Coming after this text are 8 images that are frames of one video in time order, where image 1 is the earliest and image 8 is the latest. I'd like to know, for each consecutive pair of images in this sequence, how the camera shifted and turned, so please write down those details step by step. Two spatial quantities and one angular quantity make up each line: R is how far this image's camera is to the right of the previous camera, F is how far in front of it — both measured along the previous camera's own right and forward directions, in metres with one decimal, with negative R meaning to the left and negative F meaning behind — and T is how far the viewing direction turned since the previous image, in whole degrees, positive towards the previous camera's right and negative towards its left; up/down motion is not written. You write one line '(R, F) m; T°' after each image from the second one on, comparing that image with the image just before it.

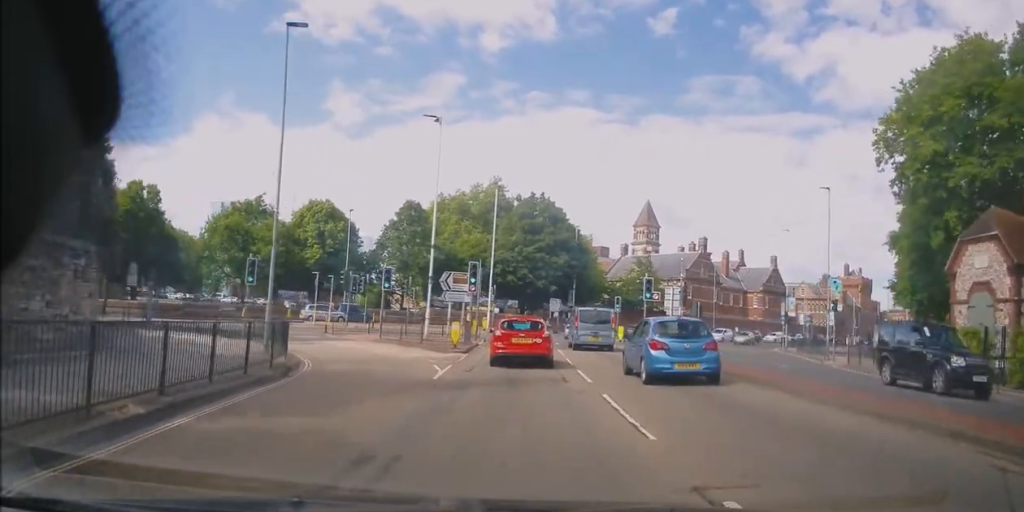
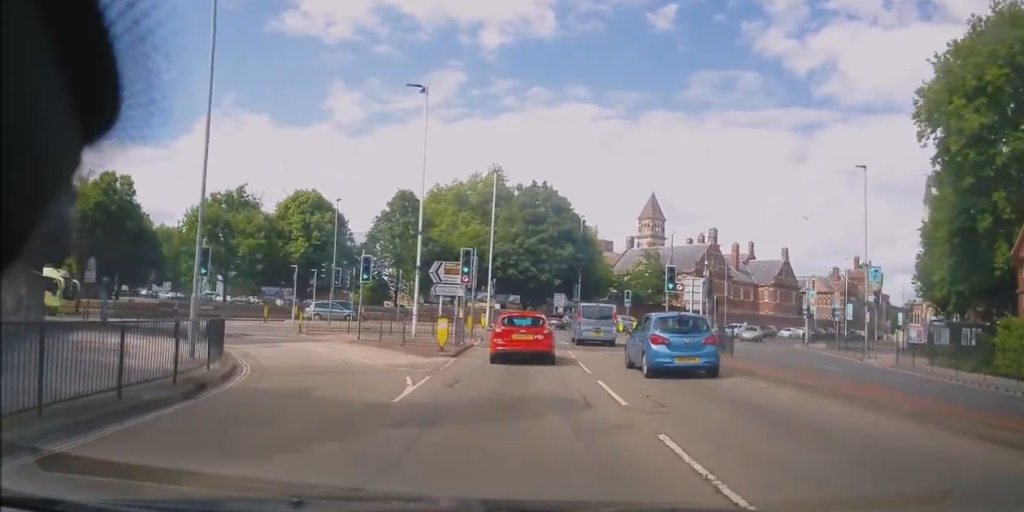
(0.0, +4.3) m; 0°
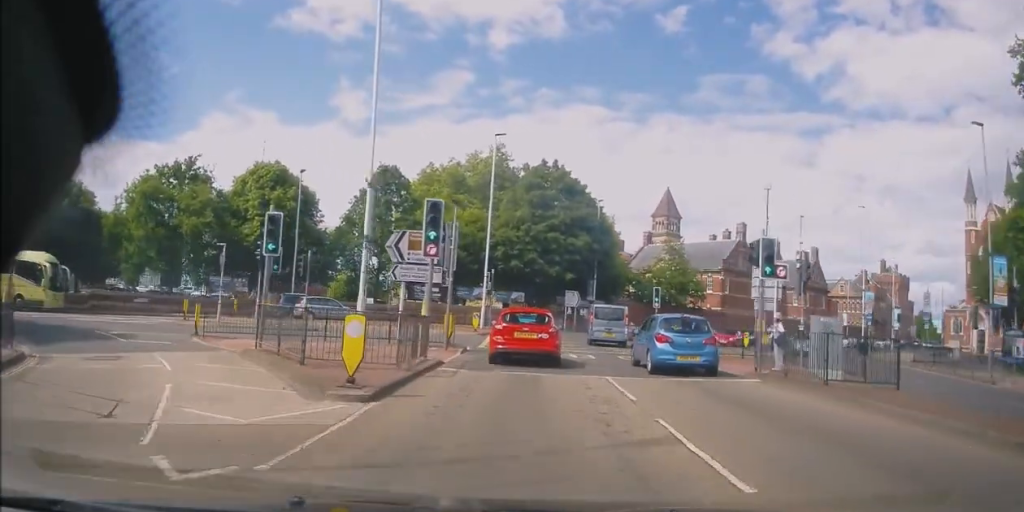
(0.0, +10.3) m; -1°
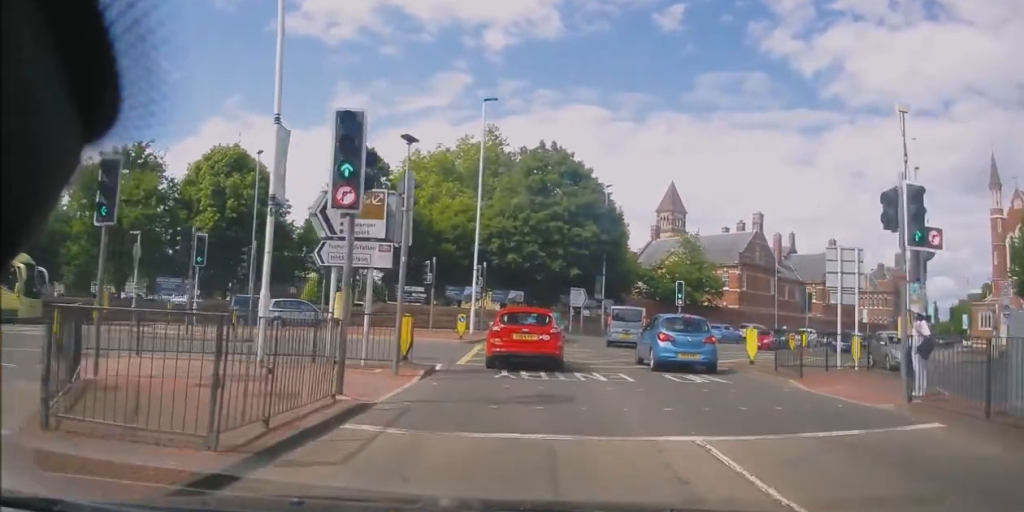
(-0.1, +7.0) m; -1°
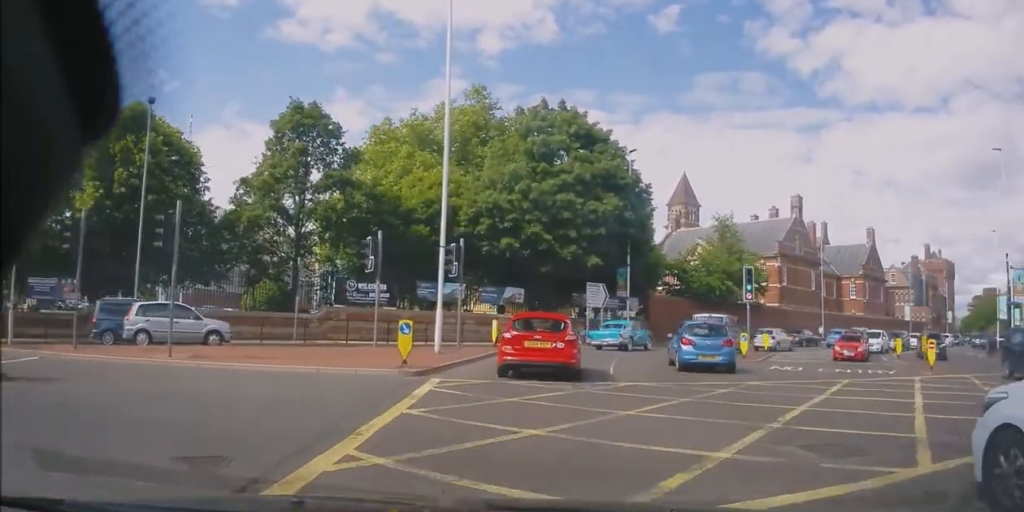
(+0.1, +12.2) m; +3°
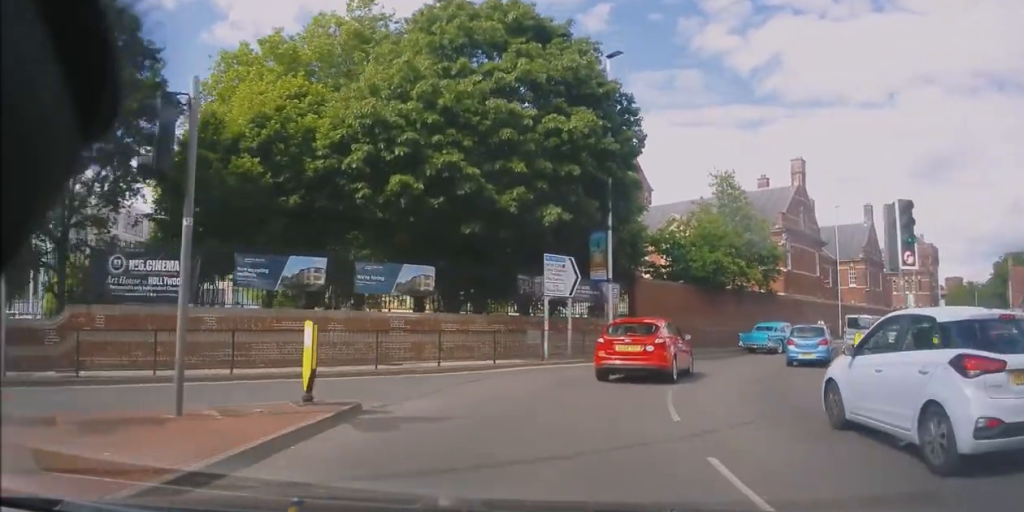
(+0.2, +15.5) m; +3°
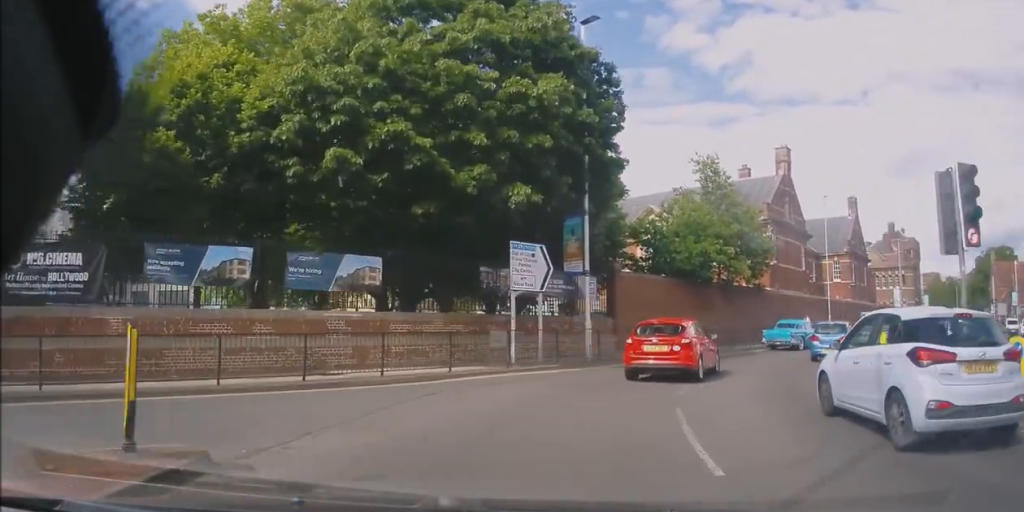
(+0.2, +3.3) m; +3°
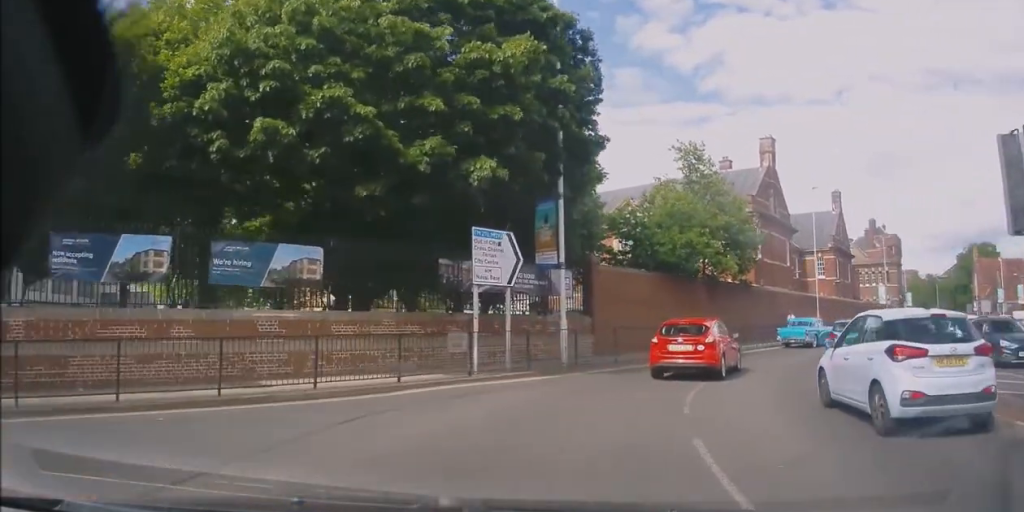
(0.0, +2.8) m; +3°
